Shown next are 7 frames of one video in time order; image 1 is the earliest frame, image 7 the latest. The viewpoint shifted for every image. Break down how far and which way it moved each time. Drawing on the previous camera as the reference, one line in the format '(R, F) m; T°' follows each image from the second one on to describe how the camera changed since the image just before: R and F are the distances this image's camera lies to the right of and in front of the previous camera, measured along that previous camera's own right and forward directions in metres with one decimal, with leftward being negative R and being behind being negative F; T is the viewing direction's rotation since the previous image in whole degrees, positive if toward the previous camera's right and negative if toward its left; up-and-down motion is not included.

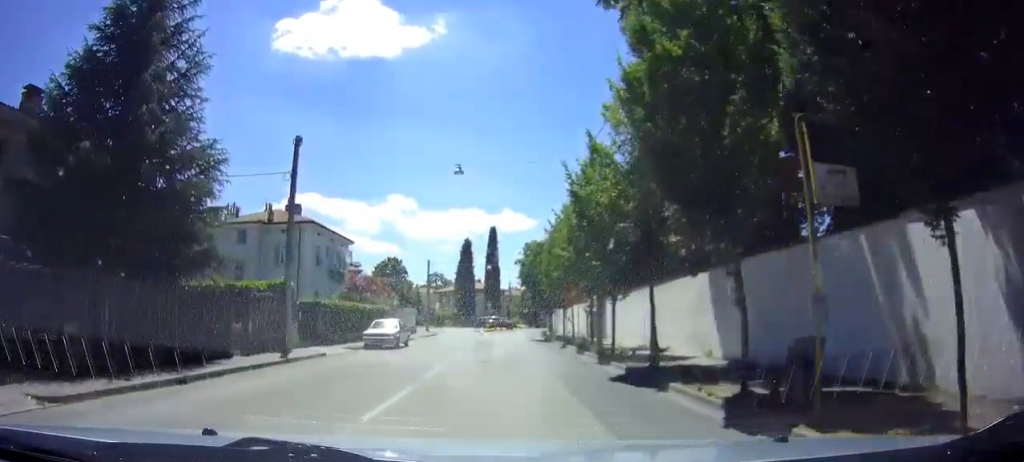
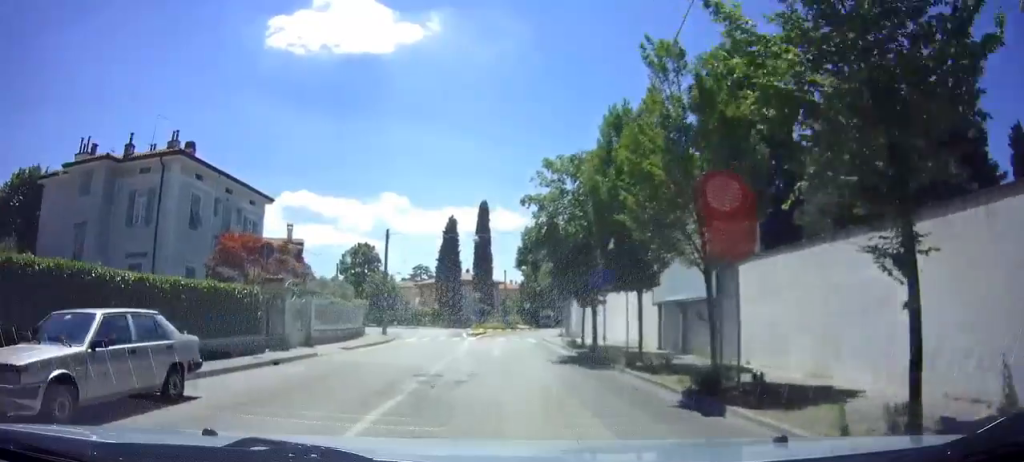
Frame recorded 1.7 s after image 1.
(-0.1, +19.1) m; -1°
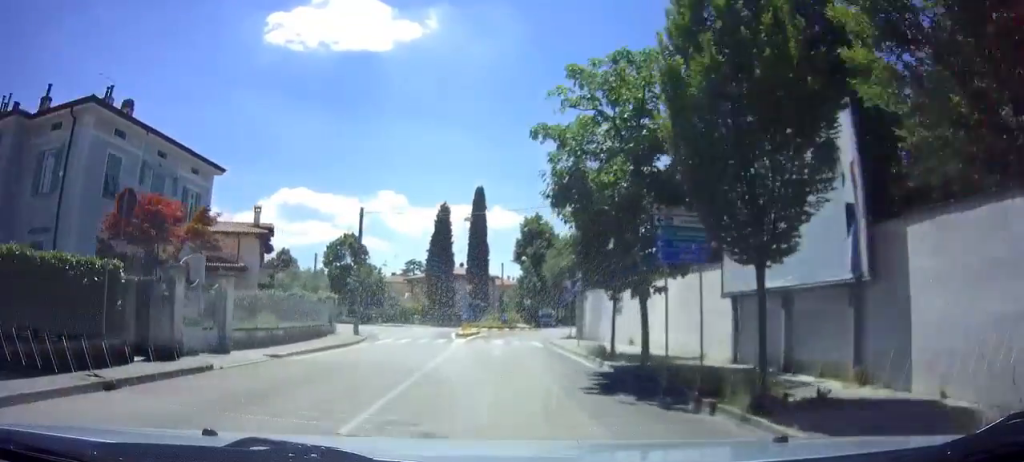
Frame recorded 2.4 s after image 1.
(-0.1, +7.2) m; 0°
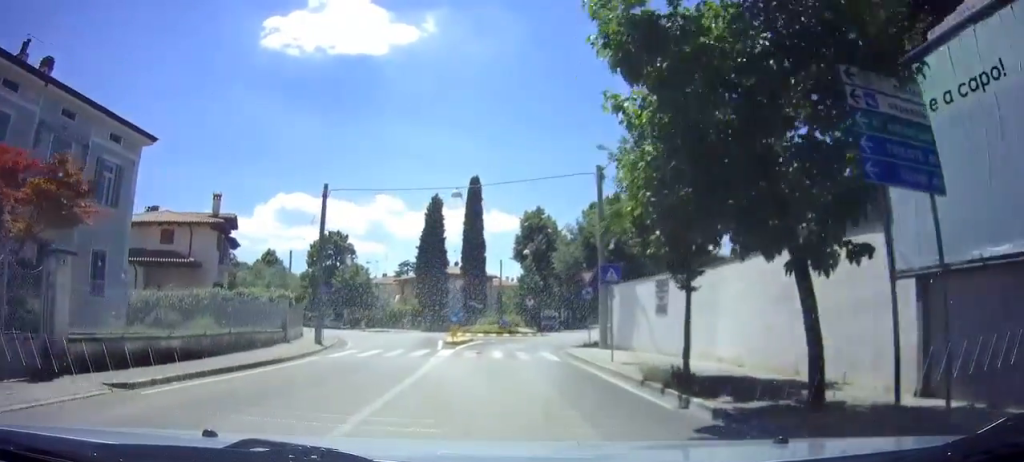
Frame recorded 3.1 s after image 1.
(+0.1, +7.0) m; -1°
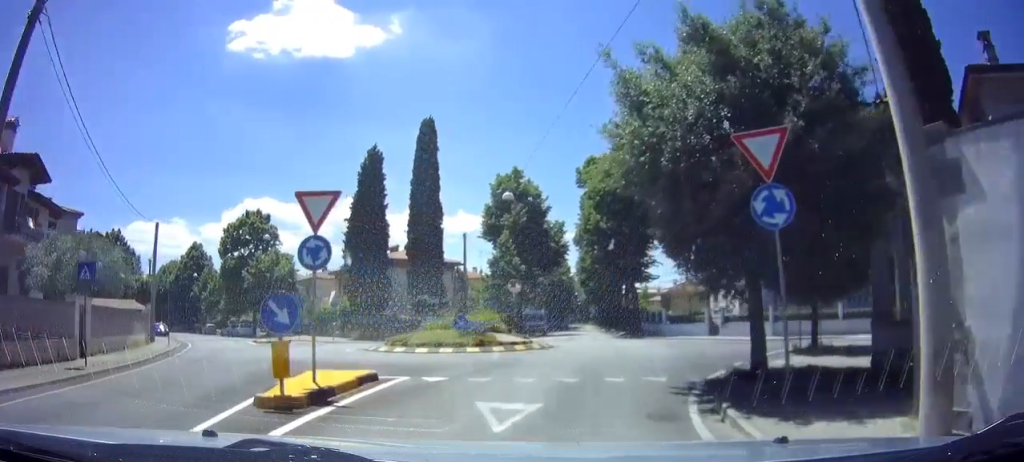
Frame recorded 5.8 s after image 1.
(-0.1, +19.8) m; +6°
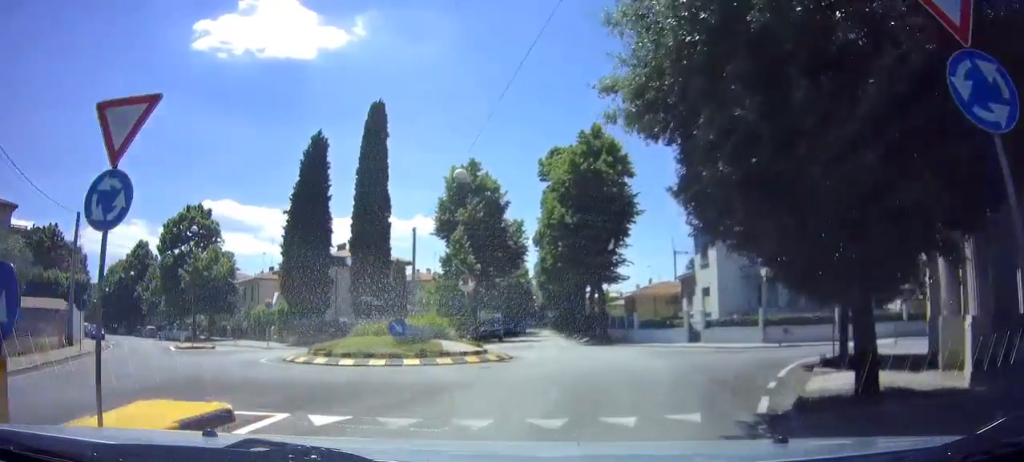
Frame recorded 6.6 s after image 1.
(+0.3, +4.2) m; +4°
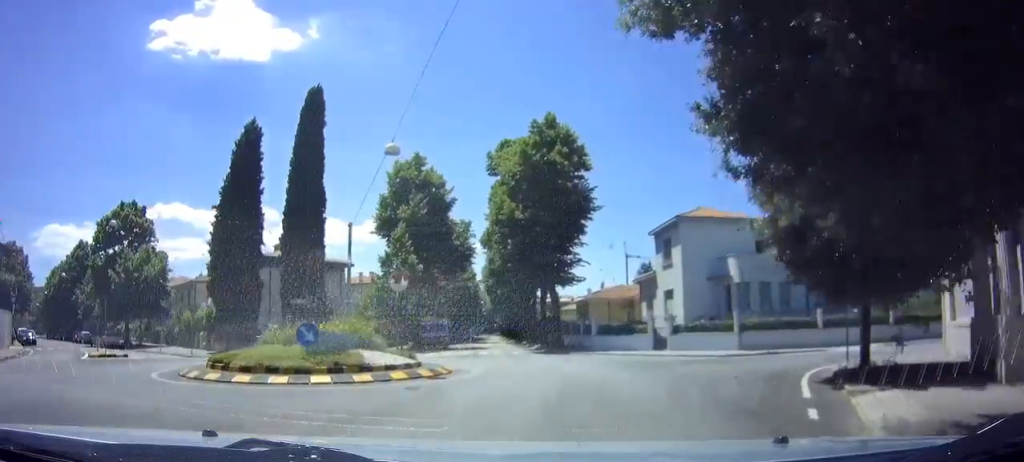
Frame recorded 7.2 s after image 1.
(-0.1, +3.3) m; +2°
